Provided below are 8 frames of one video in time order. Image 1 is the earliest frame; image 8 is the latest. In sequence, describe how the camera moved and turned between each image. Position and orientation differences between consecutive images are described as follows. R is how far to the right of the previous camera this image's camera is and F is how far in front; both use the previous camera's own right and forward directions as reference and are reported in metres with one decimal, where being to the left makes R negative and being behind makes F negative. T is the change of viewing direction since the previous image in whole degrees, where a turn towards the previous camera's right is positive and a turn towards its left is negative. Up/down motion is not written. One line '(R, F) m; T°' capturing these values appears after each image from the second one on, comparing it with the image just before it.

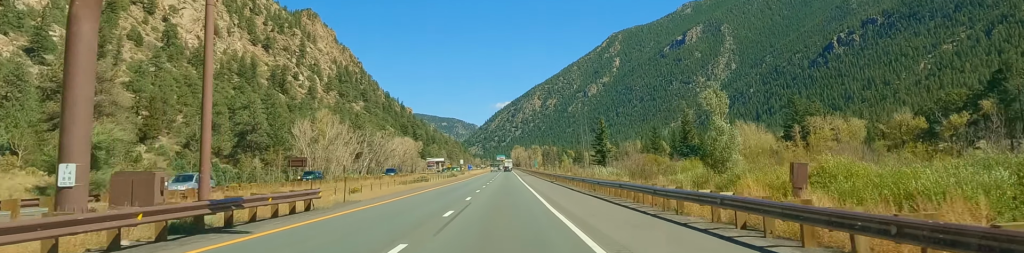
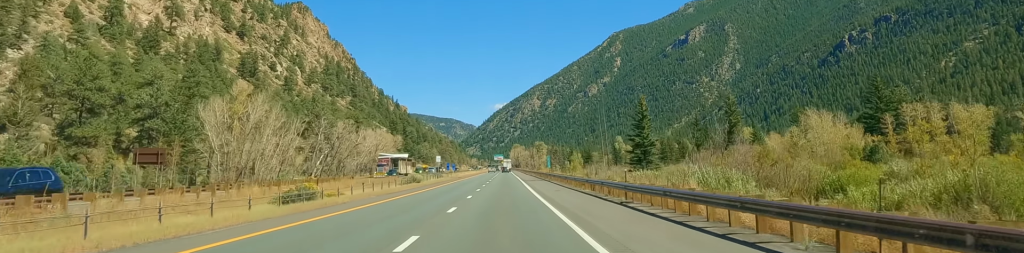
(-0.5, +47.1) m; 0°
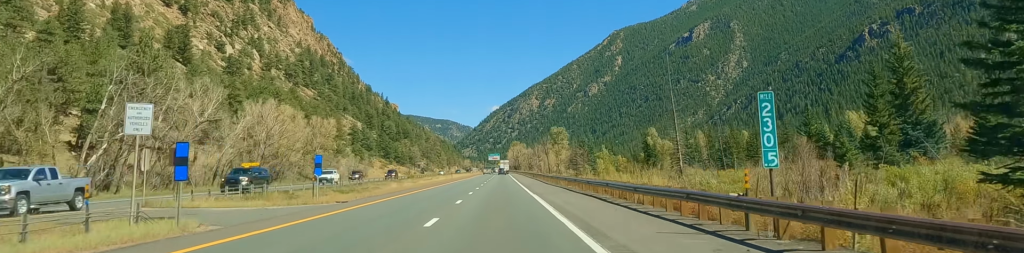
(+1.5, +79.3) m; +1°
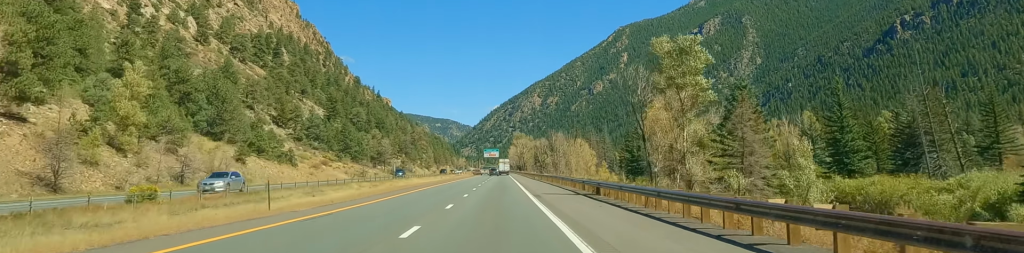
(-0.3, +87.8) m; 0°
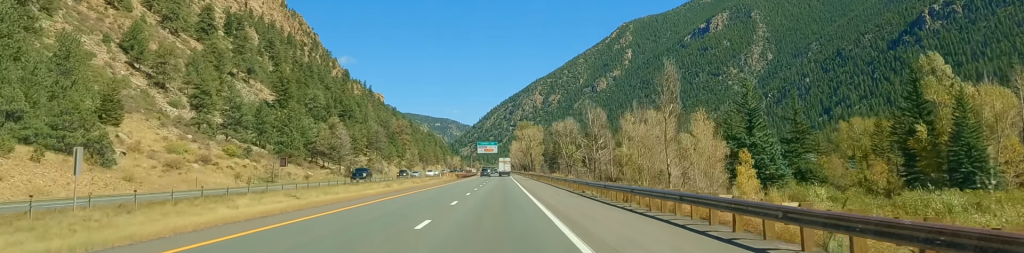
(0.0, +69.8) m; 0°
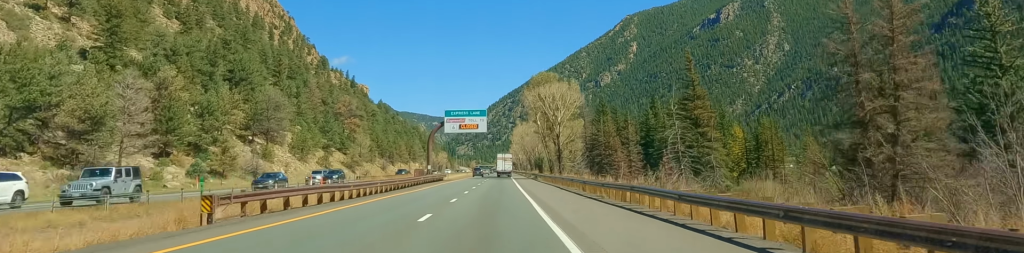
(-0.5, +106.7) m; 0°
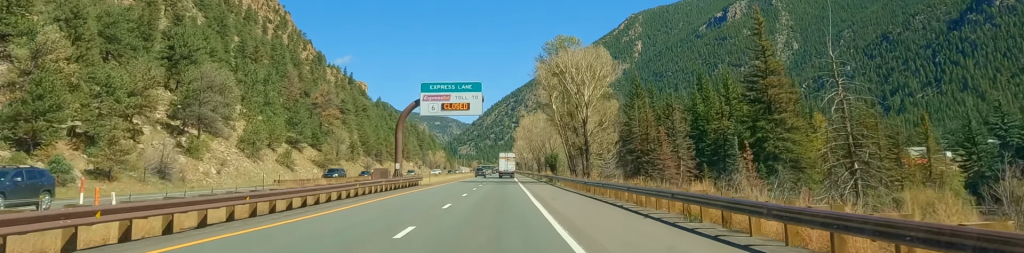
(+1.0, +29.8) m; 0°
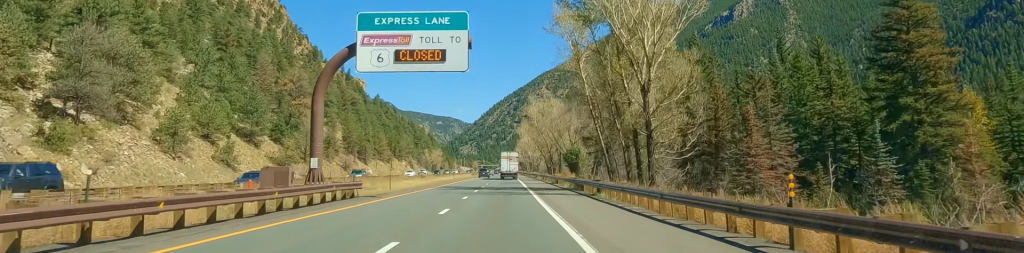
(+0.9, +28.8) m; 0°
